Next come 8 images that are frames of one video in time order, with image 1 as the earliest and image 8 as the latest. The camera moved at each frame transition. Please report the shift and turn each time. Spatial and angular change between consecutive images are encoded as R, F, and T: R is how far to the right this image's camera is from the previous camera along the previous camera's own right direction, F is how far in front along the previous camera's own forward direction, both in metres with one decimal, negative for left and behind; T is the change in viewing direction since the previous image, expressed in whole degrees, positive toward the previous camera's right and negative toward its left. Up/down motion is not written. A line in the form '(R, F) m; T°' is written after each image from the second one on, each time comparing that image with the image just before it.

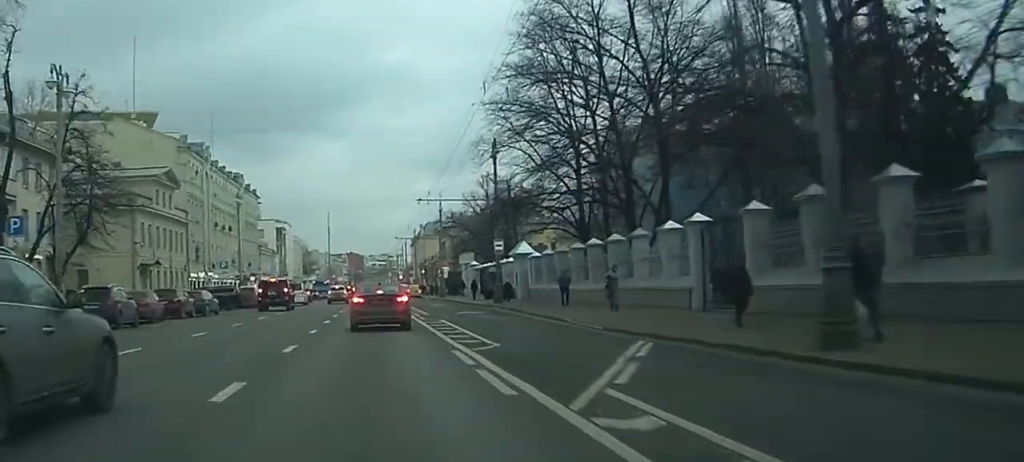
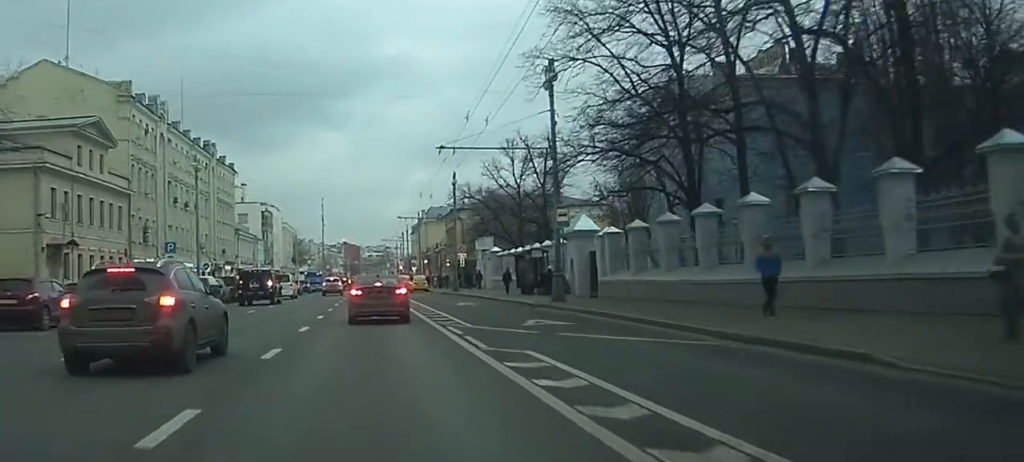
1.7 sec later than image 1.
(-0.8, +20.0) m; -4°
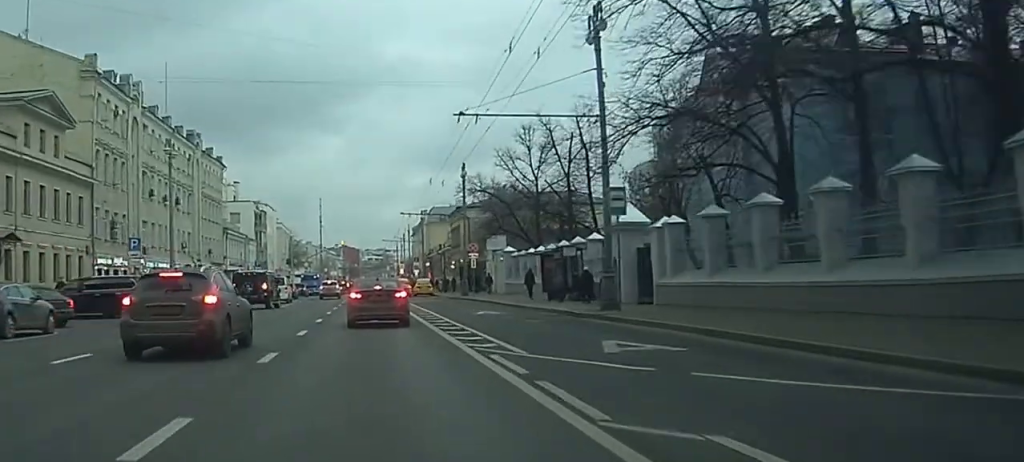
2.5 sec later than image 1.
(-0.1, +8.8) m; 0°
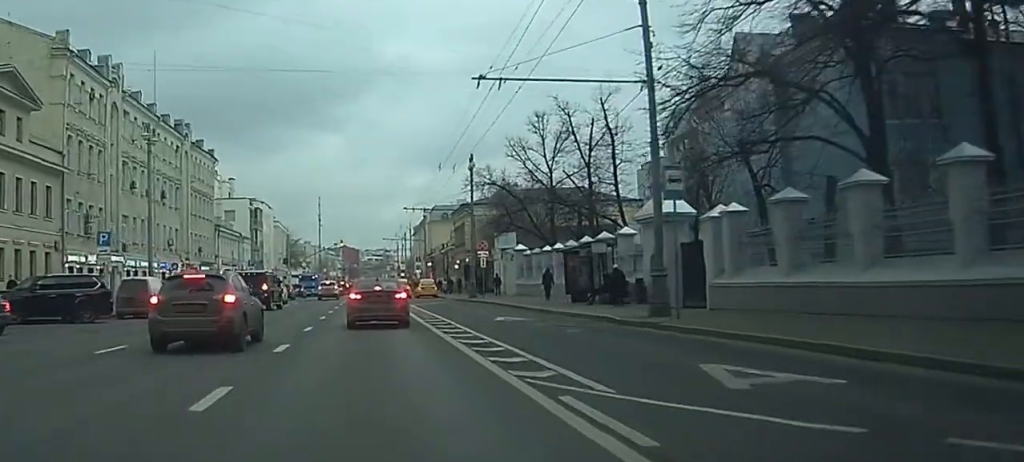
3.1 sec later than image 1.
(0.0, +5.7) m; +1°
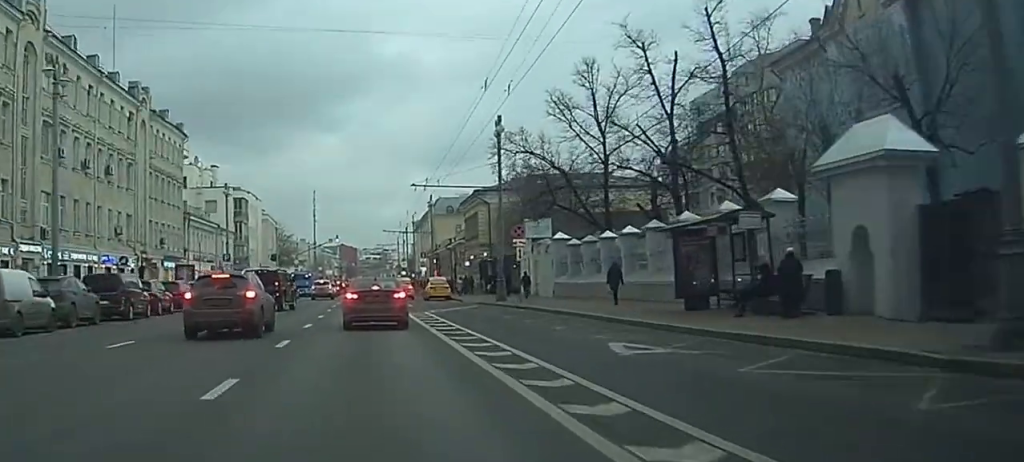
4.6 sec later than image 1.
(+0.3, +15.7) m; +1°
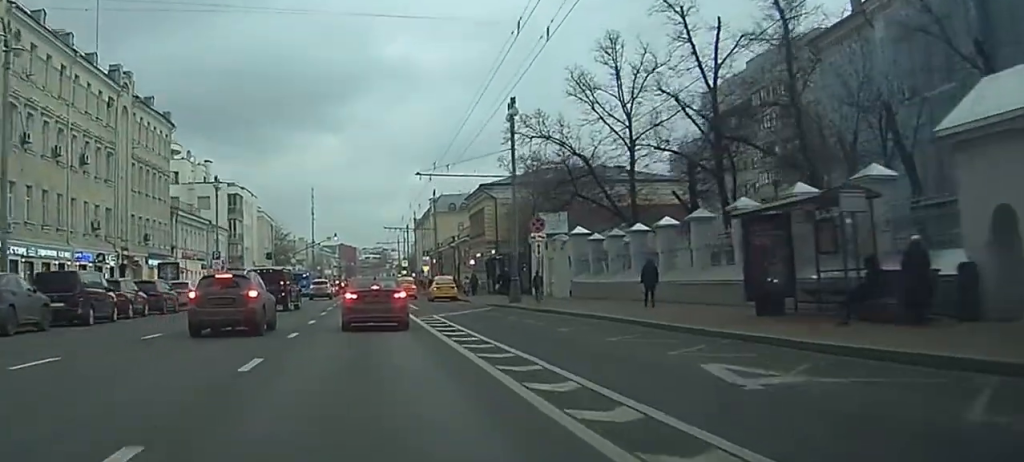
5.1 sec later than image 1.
(0.0, +5.2) m; 0°
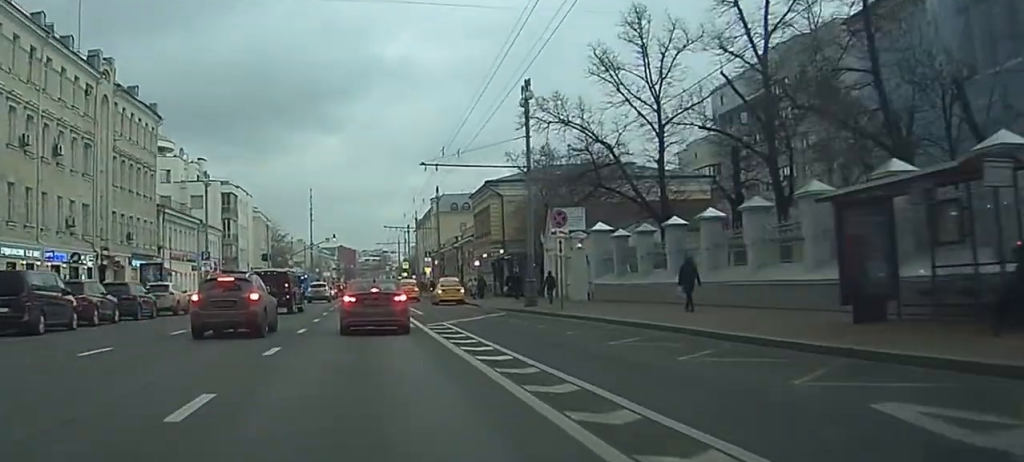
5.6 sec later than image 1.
(0.0, +4.7) m; 0°
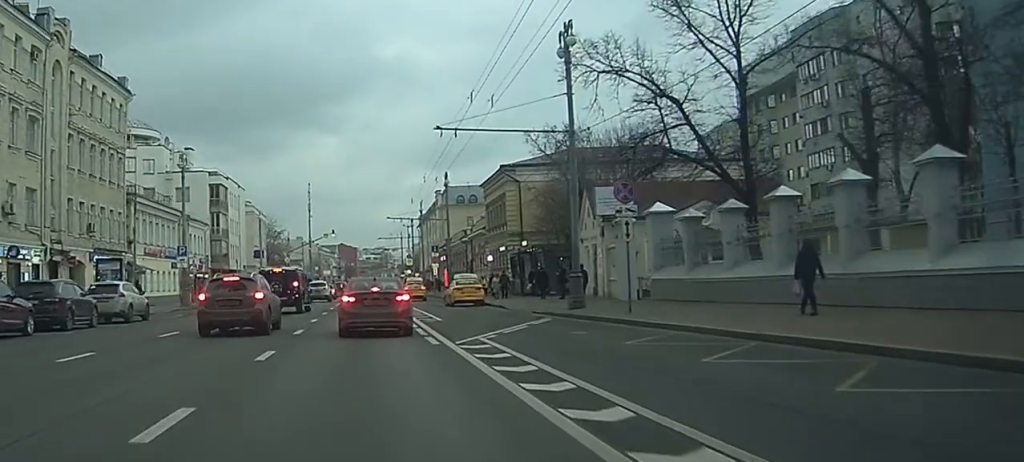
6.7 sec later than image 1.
(-0.1, +9.2) m; -1°
